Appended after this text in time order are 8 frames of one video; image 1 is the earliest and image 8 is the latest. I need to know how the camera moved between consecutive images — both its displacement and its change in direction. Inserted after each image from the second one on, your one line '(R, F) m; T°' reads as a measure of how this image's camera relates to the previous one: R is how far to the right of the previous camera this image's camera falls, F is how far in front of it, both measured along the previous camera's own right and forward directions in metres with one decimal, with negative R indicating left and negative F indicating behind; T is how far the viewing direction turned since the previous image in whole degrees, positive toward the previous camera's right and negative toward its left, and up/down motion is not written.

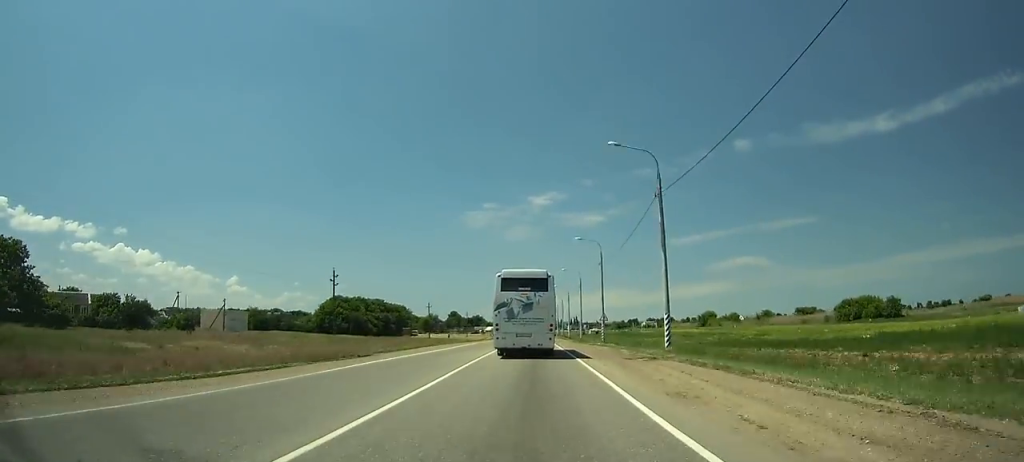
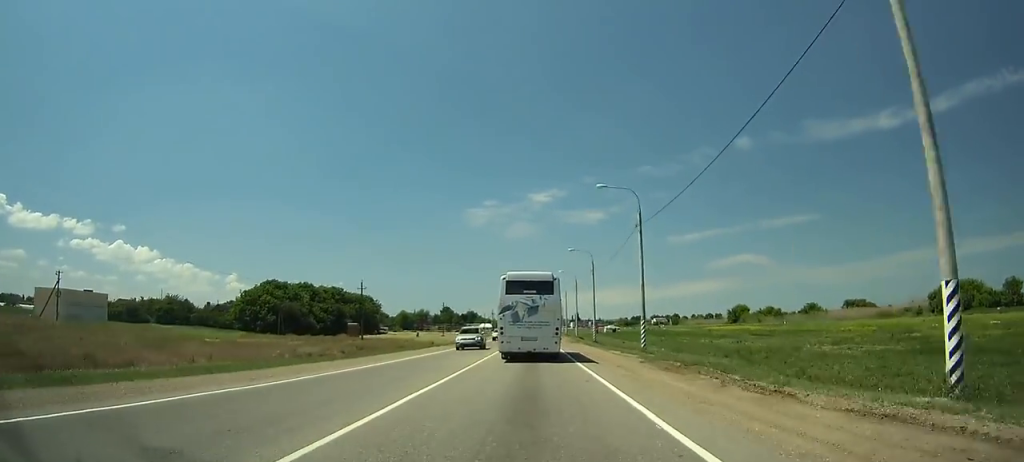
(-0.2, +53.1) m; -1°
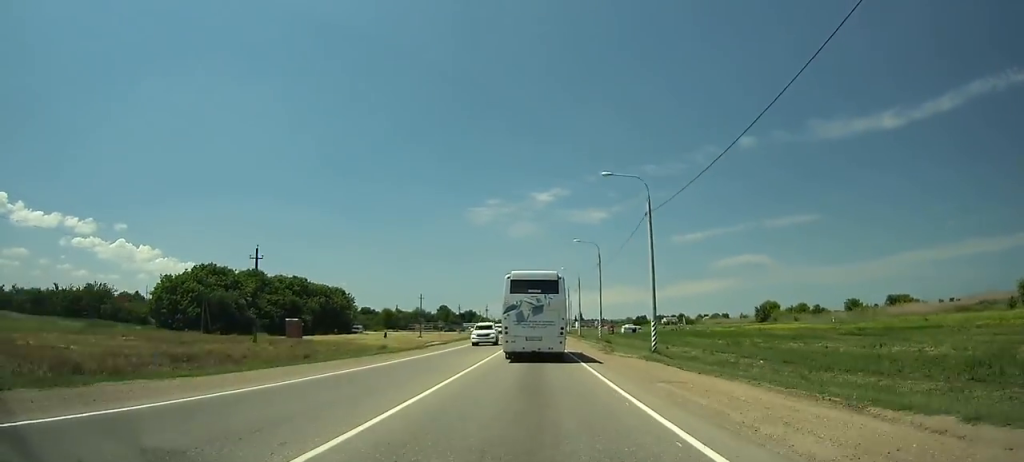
(-0.2, +32.9) m; 0°
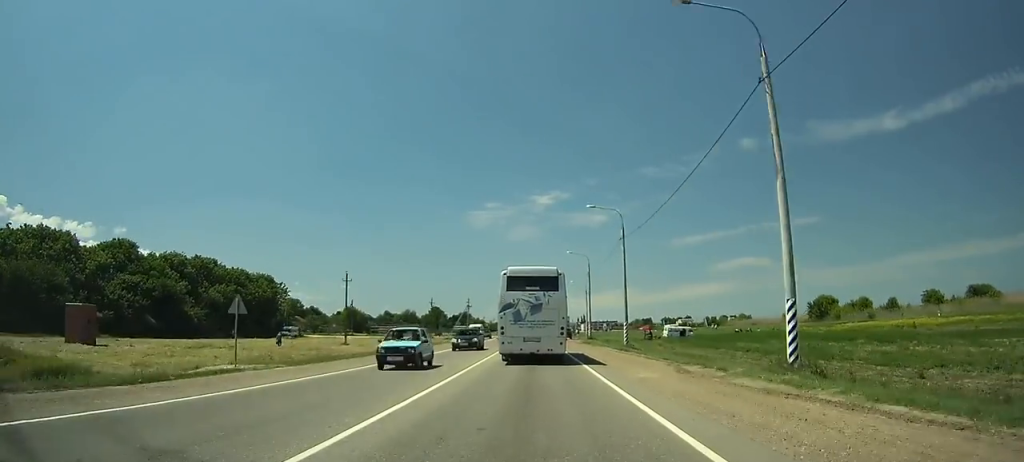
(0.0, +46.9) m; 0°
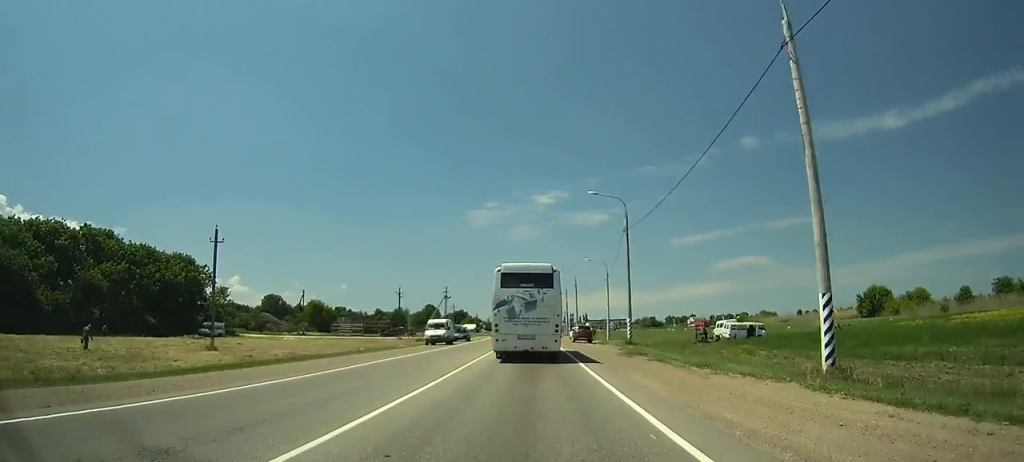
(0.0, +30.7) m; 0°
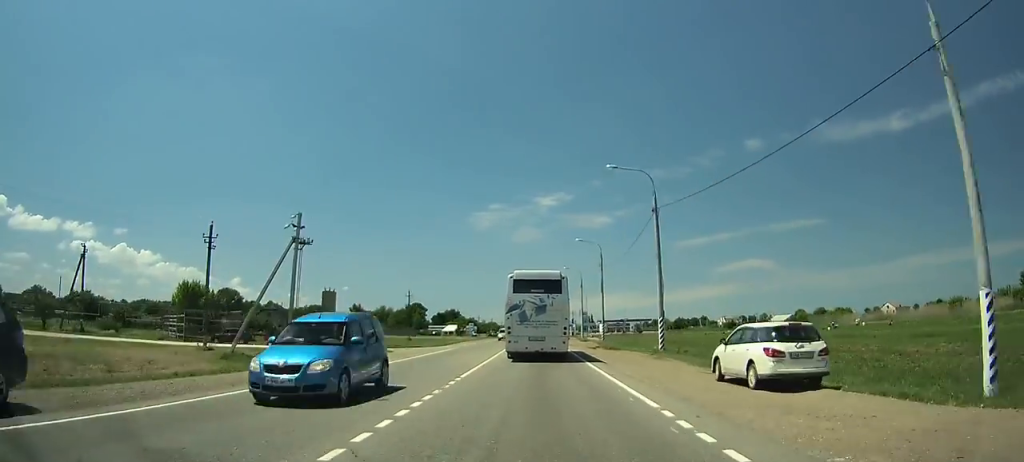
(0.0, +62.0) m; 0°
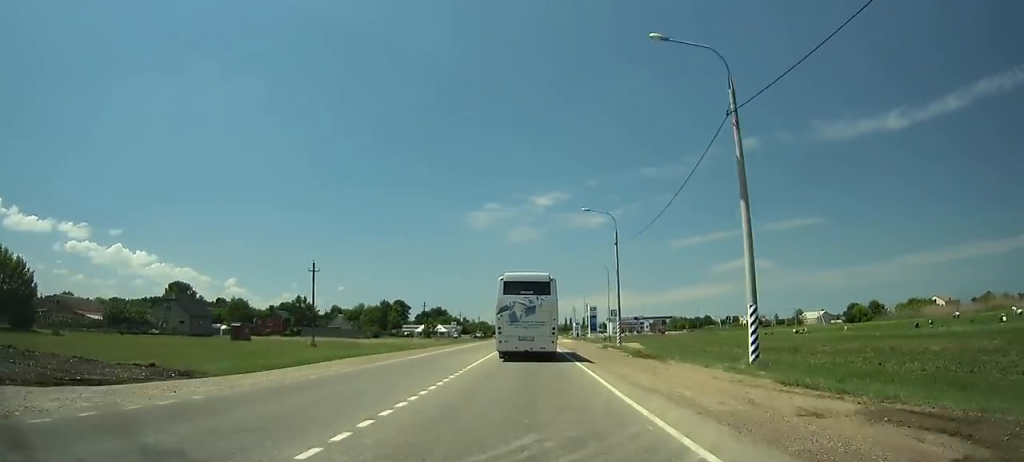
(+0.1, +43.7) m; 0°
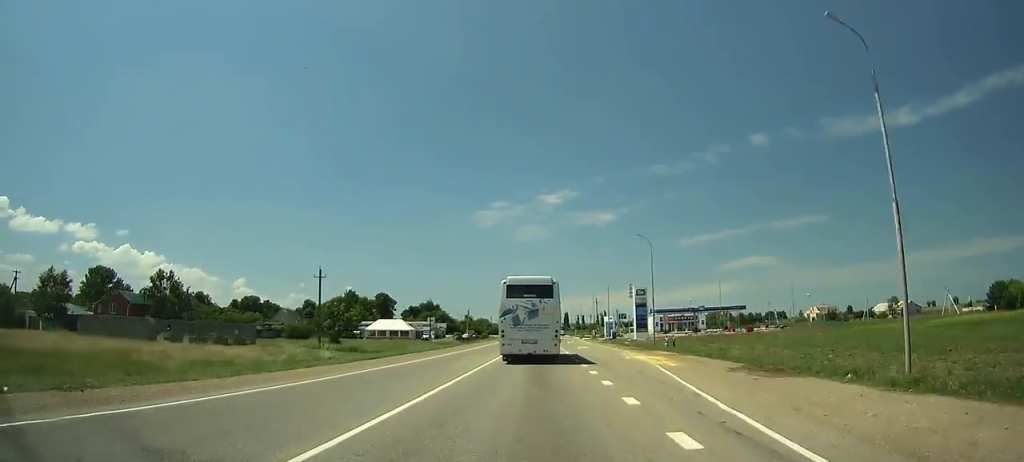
(+0.1, +62.9) m; 0°
